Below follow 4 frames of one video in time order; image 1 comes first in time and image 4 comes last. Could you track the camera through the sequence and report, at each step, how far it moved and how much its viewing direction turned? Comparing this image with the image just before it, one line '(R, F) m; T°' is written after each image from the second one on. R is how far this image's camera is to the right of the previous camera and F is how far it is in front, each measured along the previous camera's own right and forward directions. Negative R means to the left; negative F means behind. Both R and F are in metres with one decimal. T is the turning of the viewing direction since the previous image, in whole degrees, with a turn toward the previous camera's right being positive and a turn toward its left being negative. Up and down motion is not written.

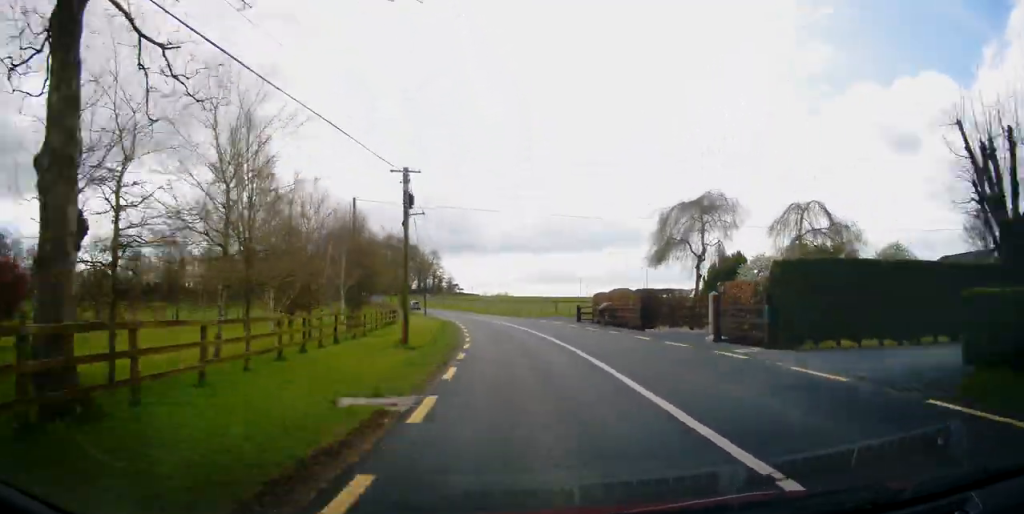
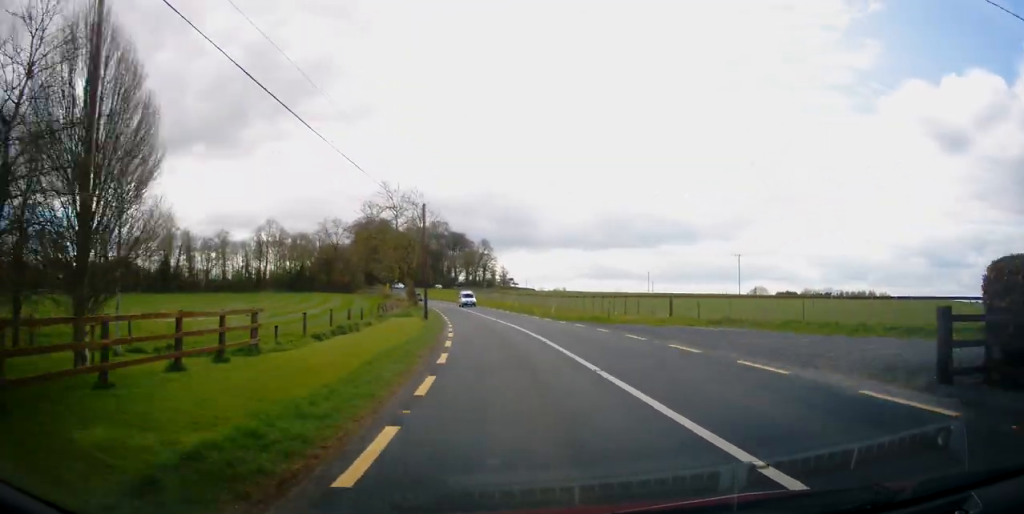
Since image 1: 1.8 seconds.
(-0.7, +30.7) m; -4°
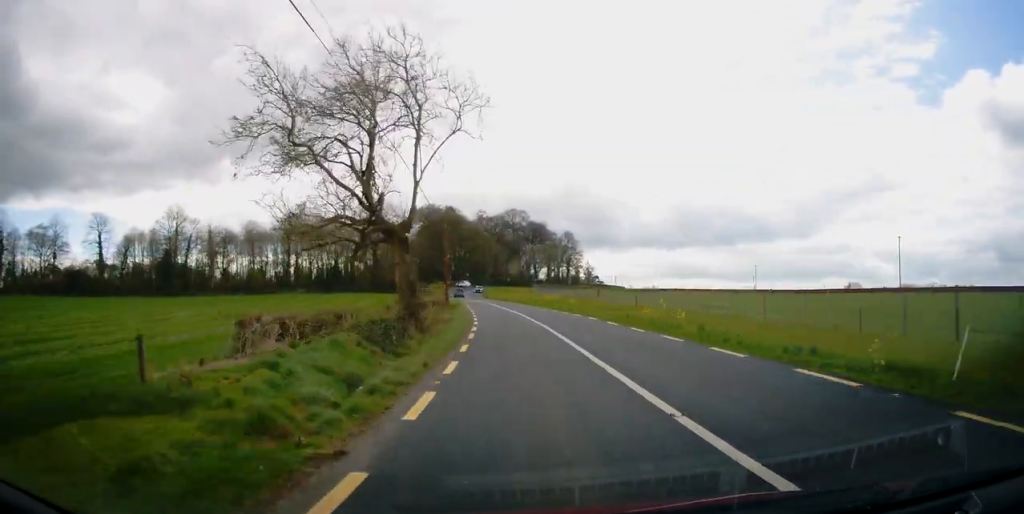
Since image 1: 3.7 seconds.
(-2.5, +33.6) m; -8°
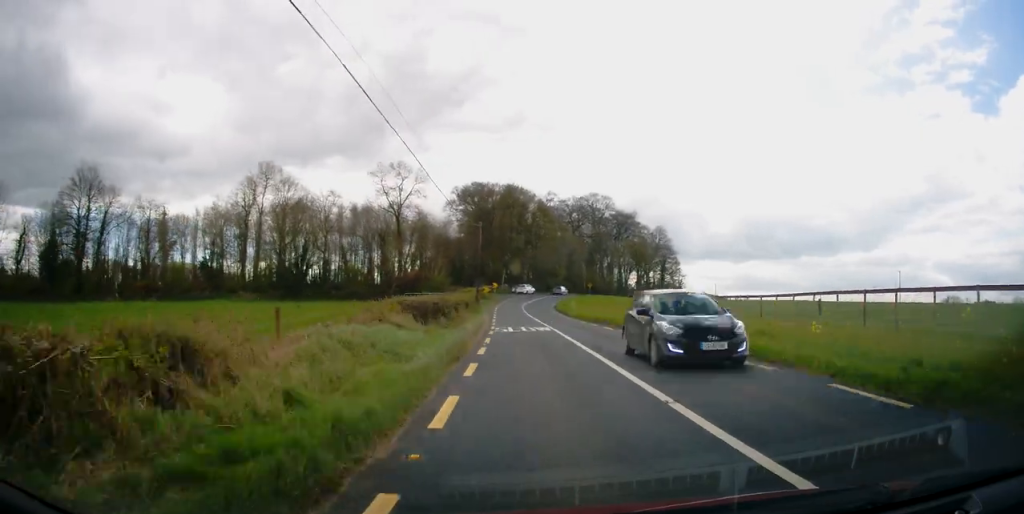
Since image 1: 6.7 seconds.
(-3.3, +53.3) m; -7°
